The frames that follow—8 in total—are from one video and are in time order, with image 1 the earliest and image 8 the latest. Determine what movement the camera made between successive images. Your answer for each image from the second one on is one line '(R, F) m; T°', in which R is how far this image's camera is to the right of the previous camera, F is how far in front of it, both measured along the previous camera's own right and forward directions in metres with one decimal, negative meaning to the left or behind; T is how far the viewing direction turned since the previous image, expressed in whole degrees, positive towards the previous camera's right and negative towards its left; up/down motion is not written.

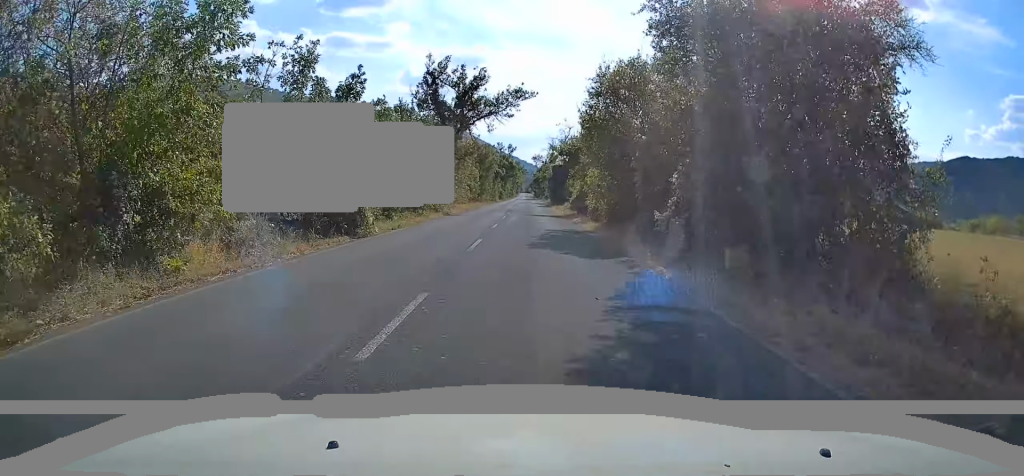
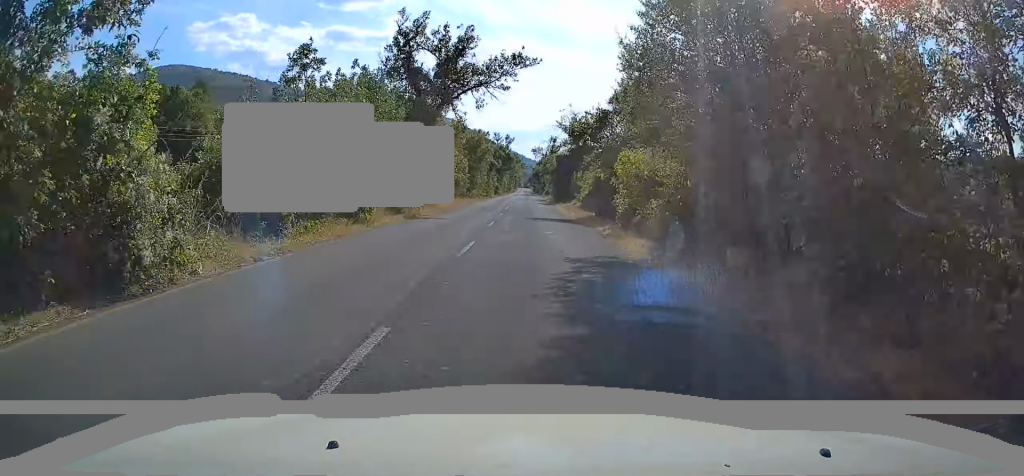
(+0.1, +11.2) m; 0°
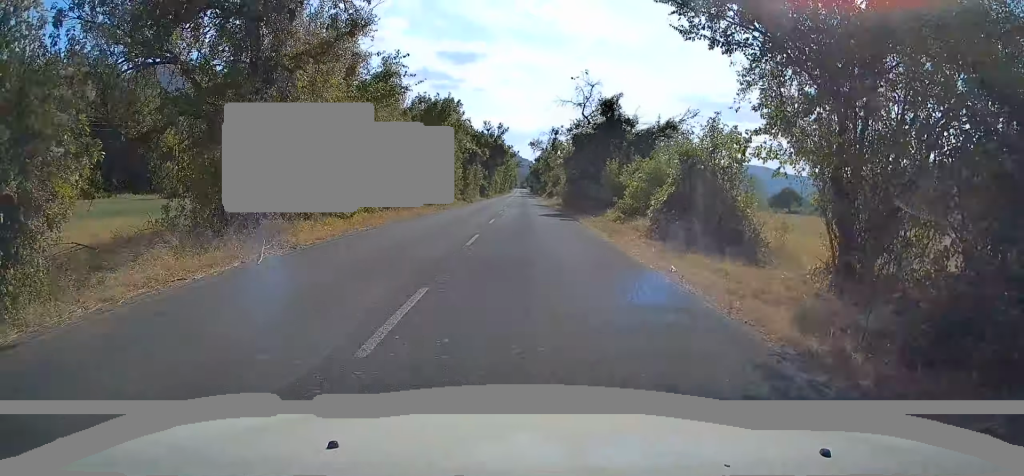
(-0.2, +24.4) m; 0°
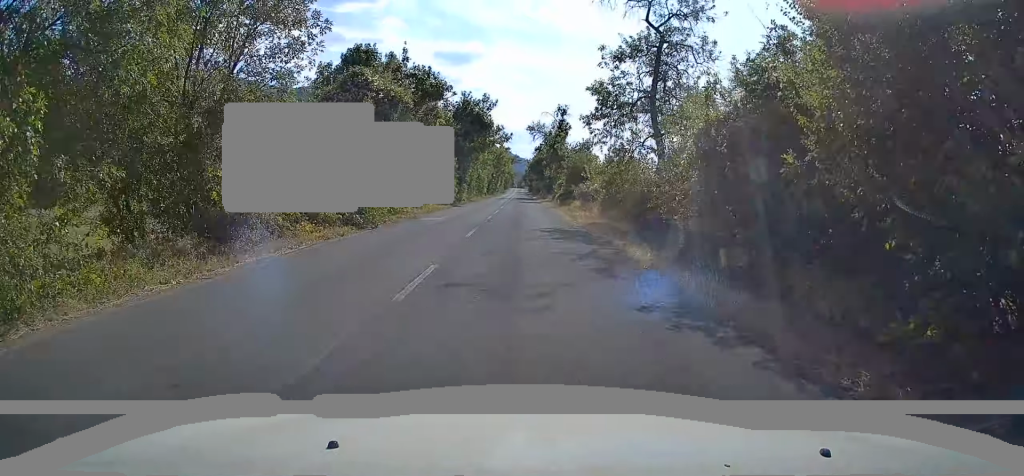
(0.0, +33.5) m; 0°
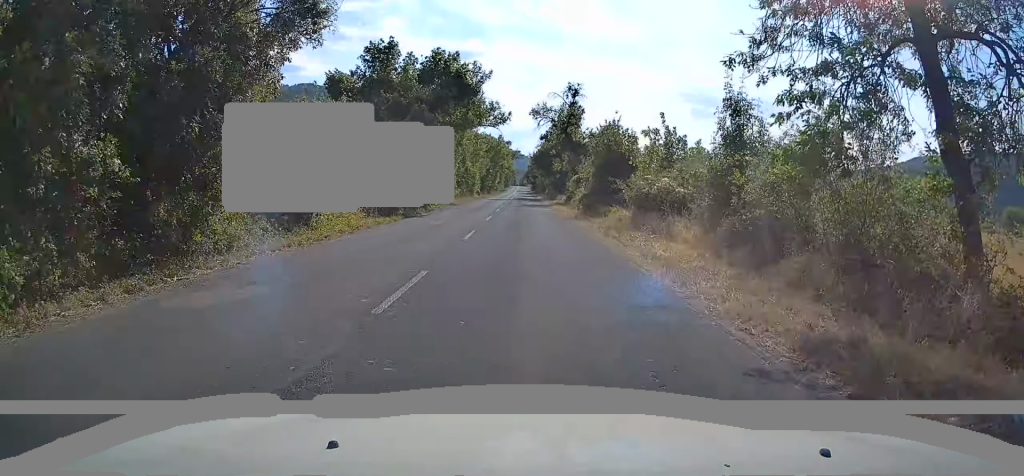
(+0.1, +18.6) m; 0°
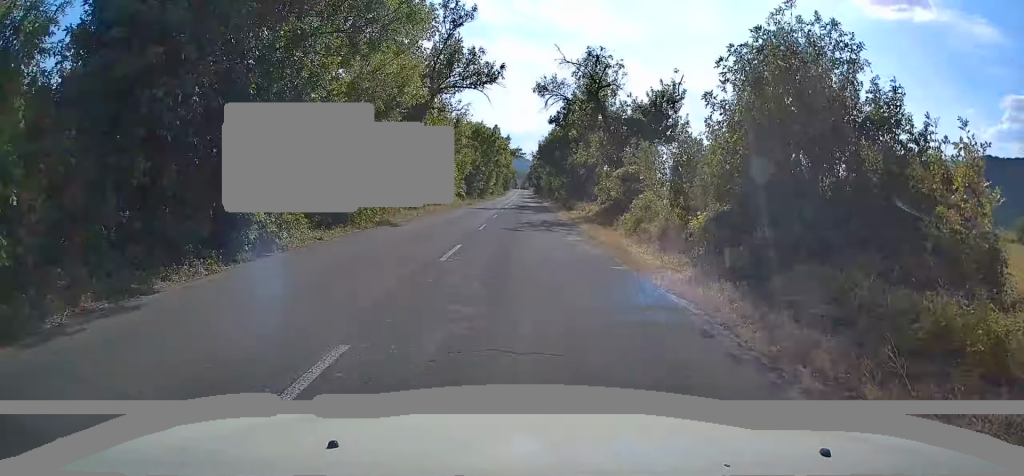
(0.0, +22.3) m; -1°
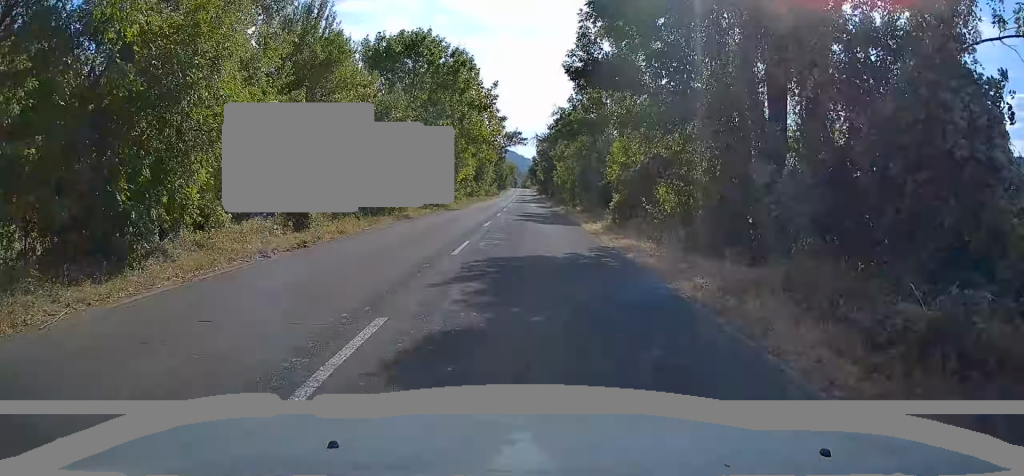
(-0.4, +43.8) m; 0°
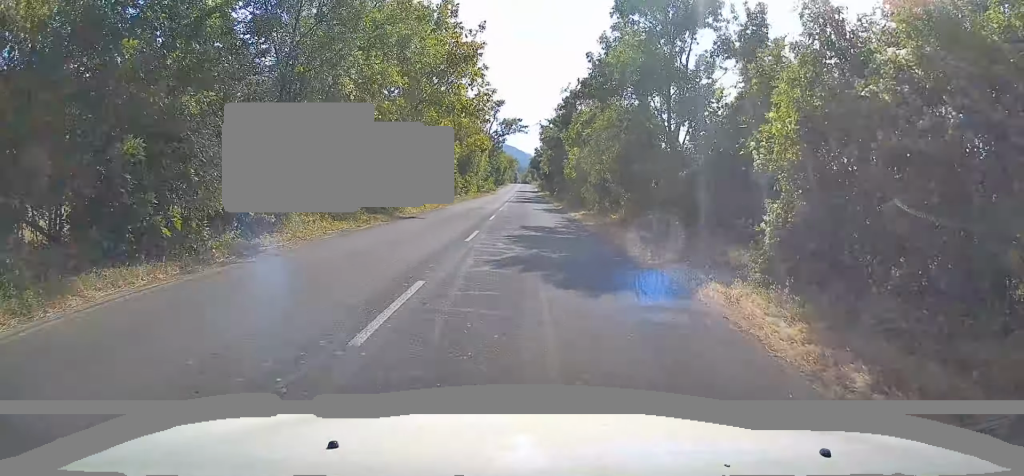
(+0.2, +16.0) m; 0°
